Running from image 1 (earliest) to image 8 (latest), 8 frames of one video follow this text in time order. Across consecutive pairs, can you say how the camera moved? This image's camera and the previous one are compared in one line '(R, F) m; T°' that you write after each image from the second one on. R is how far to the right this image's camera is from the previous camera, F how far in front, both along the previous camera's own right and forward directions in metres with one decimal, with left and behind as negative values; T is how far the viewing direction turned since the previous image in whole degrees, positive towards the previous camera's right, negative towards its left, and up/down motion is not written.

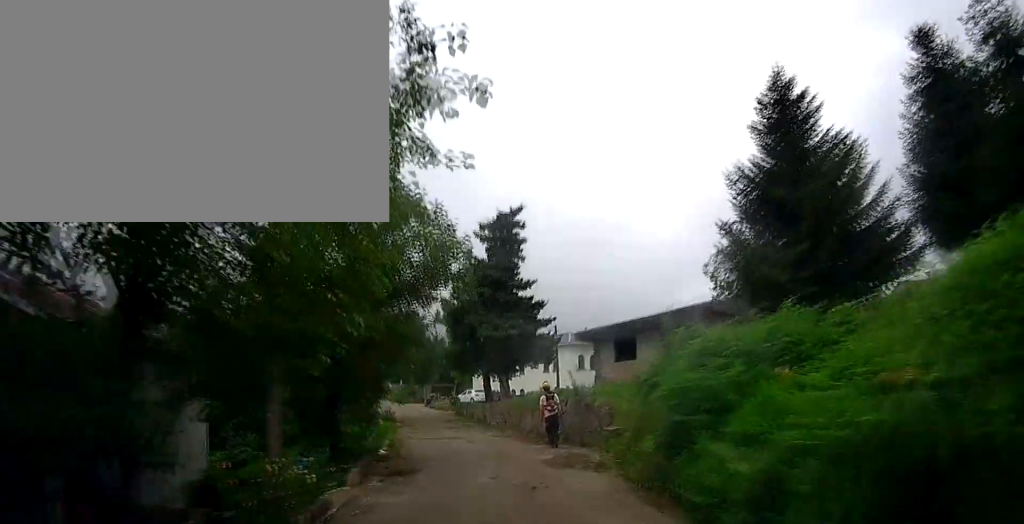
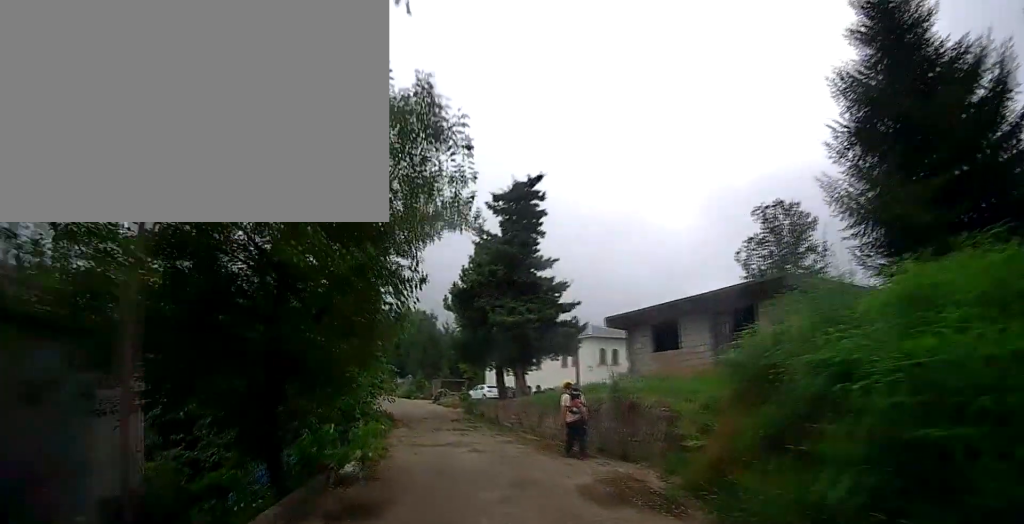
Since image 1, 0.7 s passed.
(-0.4, +4.2) m; -3°
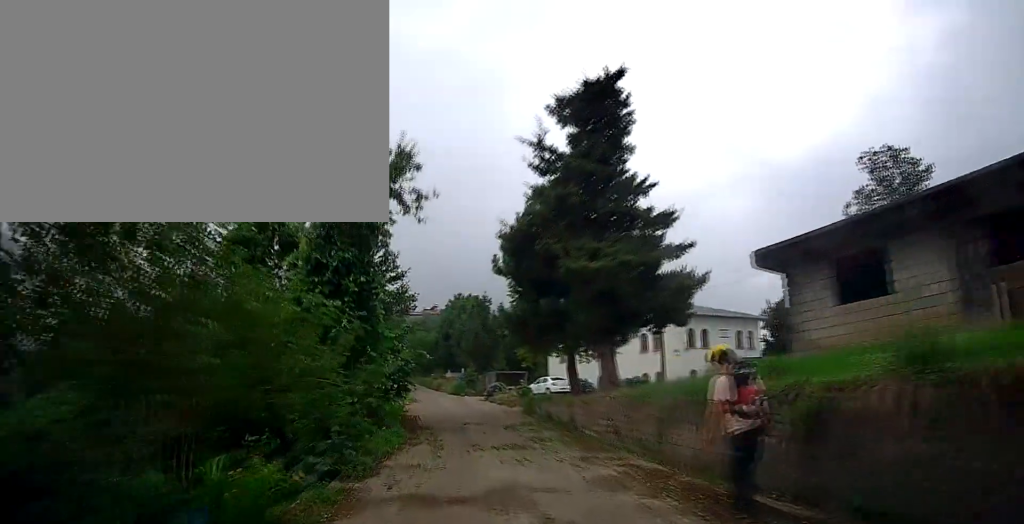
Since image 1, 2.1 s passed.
(-0.2, +9.1) m; -1°
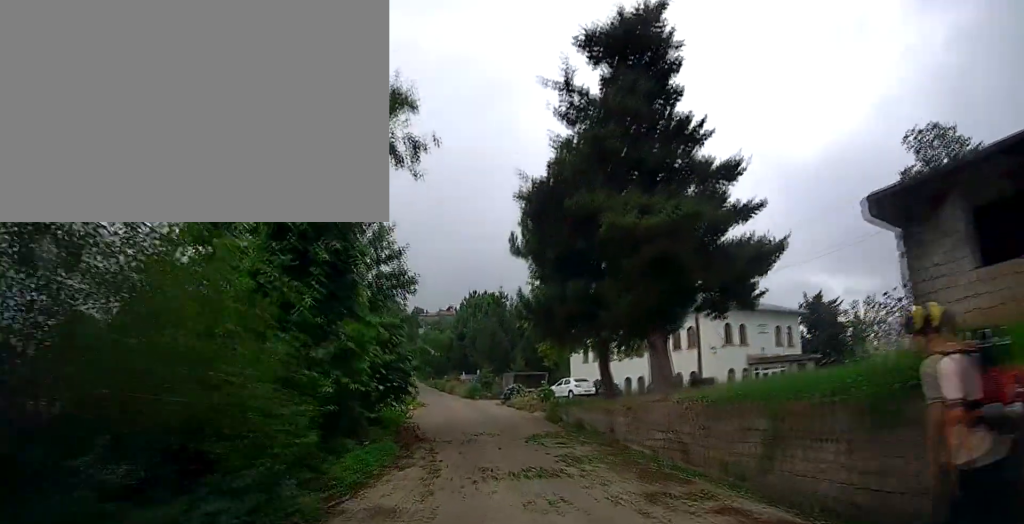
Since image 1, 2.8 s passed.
(0.0, +3.9) m; -1°
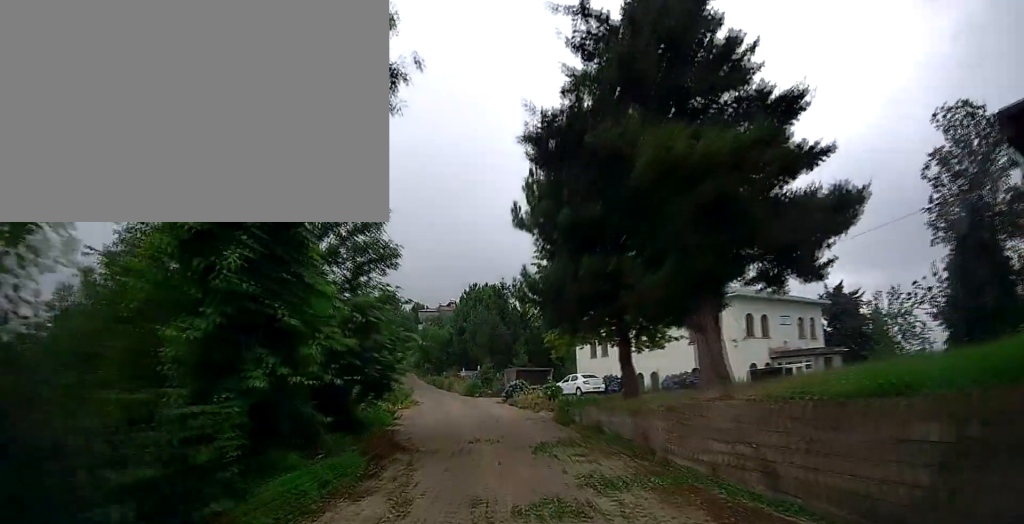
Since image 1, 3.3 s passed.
(0.0, +3.2) m; -1°
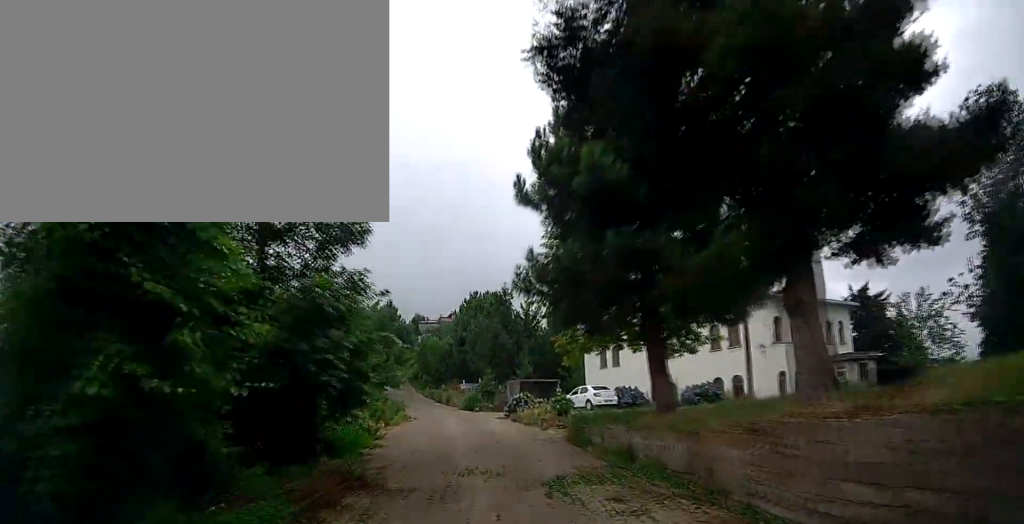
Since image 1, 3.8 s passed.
(0.0, +3.4) m; -1°
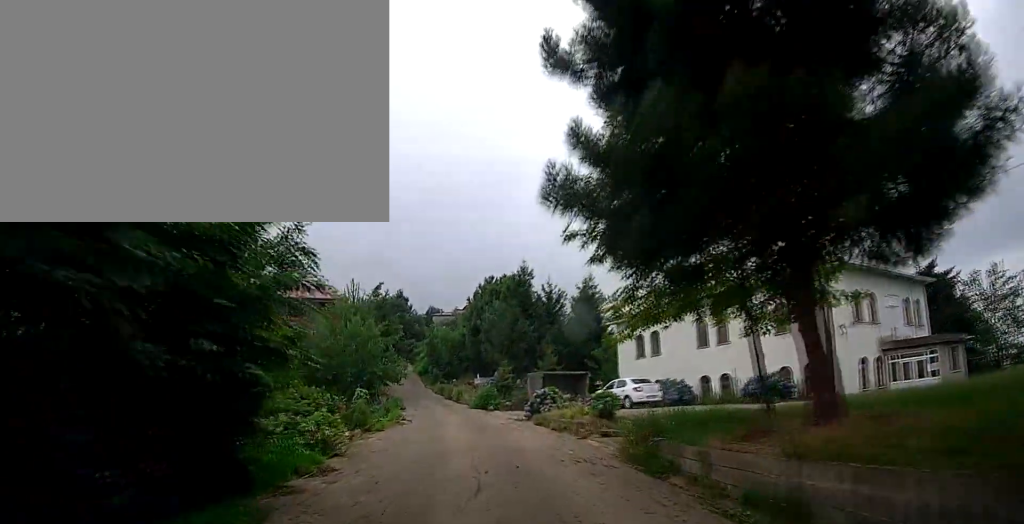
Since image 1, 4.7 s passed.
(-0.1, +6.0) m; -2°
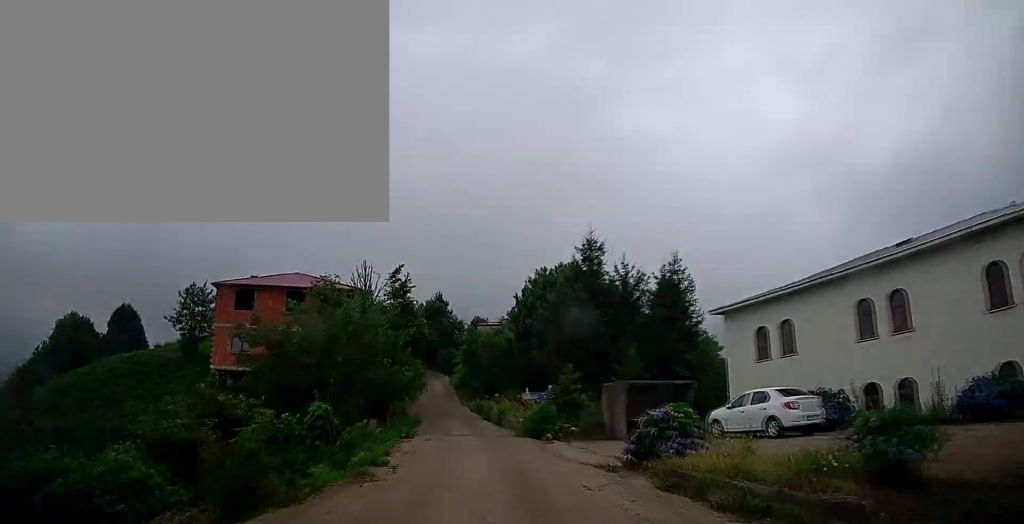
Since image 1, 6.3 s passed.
(-0.4, +10.7) m; -4°
